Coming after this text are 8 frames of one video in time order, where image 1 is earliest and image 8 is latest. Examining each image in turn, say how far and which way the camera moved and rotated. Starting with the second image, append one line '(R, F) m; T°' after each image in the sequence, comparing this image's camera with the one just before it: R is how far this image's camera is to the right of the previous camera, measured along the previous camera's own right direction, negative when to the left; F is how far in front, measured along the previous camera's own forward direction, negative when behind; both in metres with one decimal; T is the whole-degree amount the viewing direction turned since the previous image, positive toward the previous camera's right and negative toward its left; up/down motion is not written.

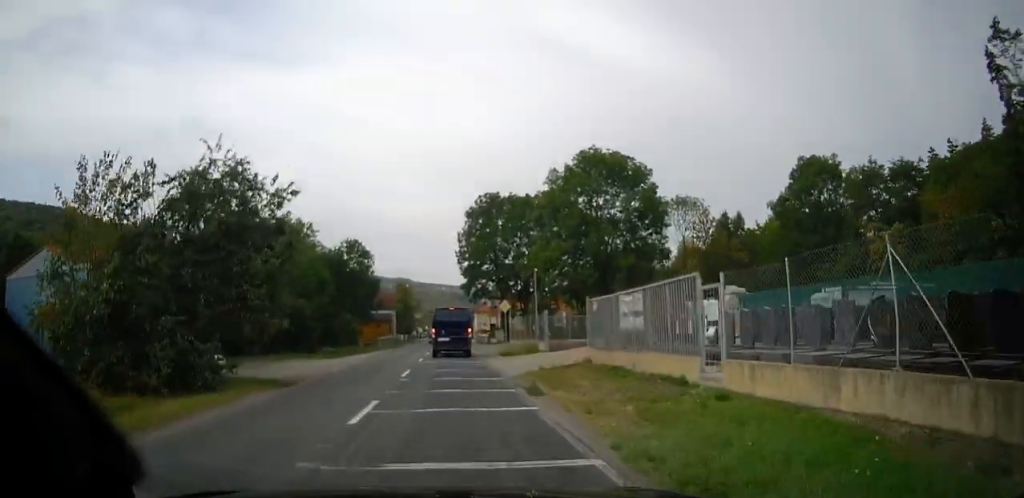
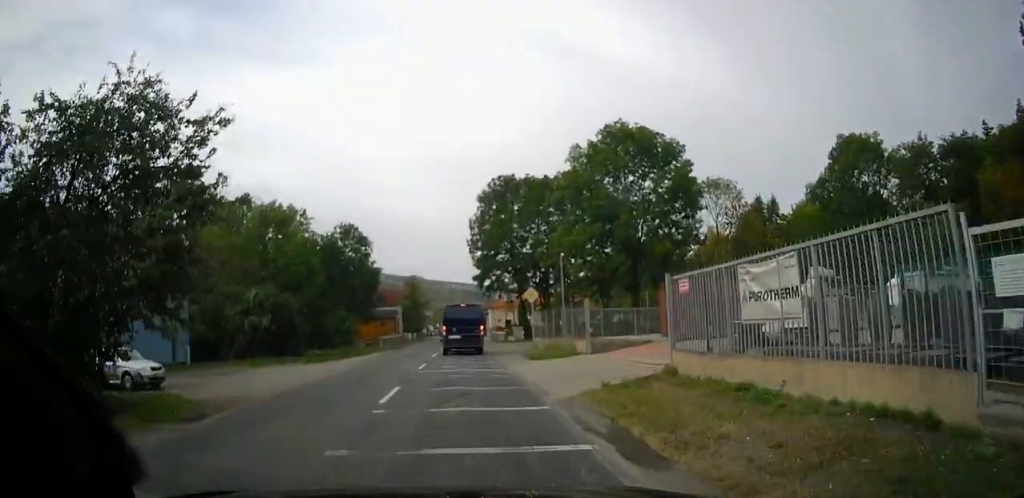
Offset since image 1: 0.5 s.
(-0.1, +7.0) m; -1°
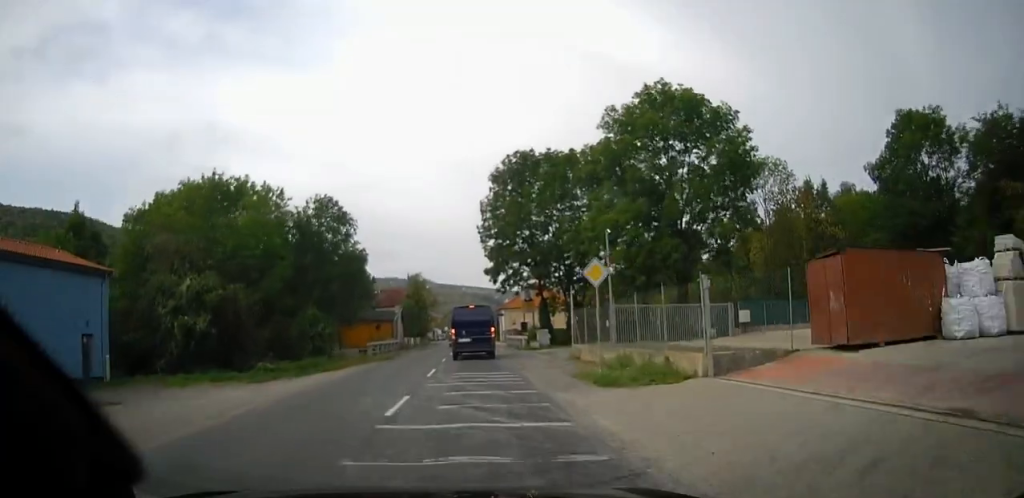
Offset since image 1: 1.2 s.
(-0.1, +10.3) m; -1°
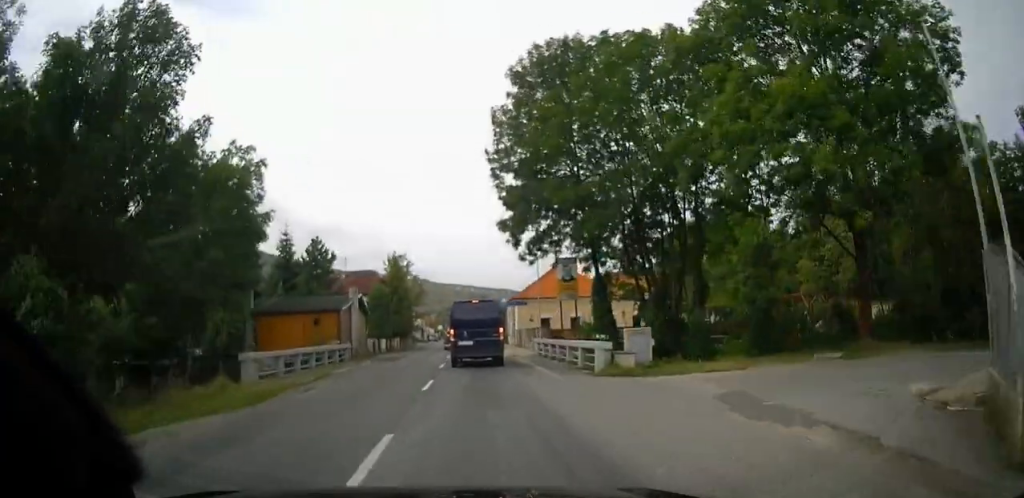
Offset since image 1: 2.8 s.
(-0.1, +22.1) m; 0°
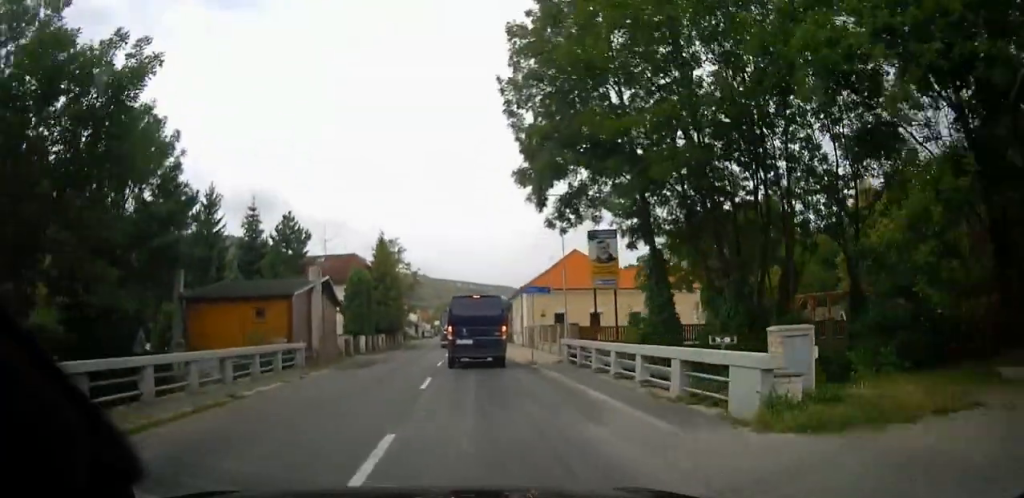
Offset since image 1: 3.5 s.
(0.0, +9.0) m; 0°
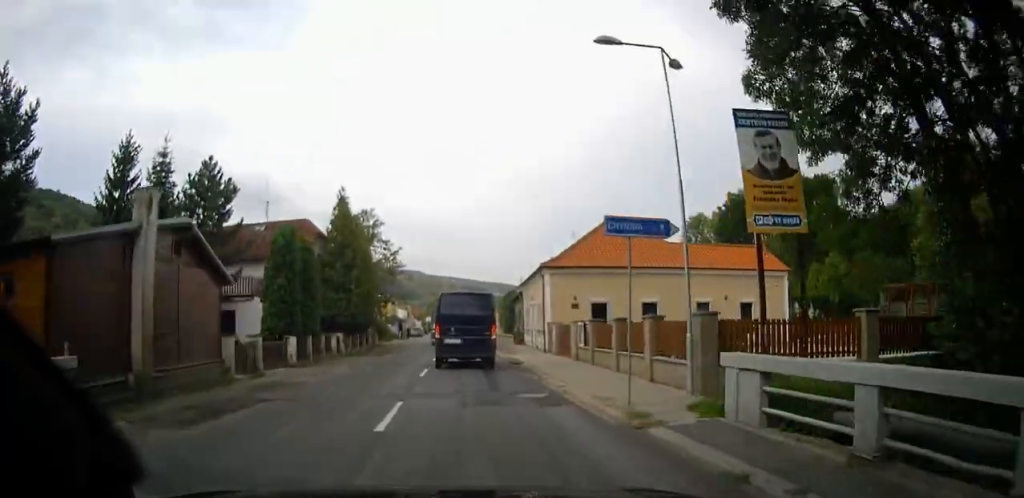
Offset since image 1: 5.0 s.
(-0.1, +14.6) m; 0°
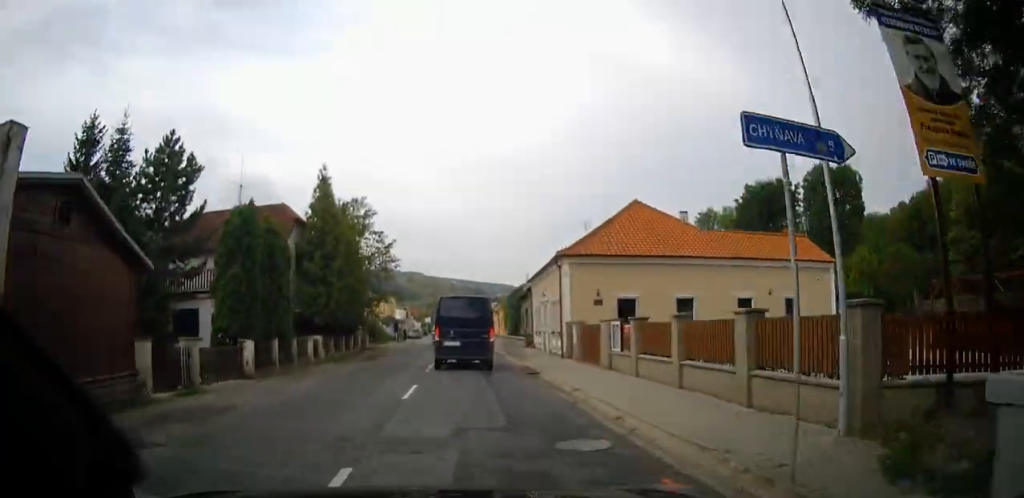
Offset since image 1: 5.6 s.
(0.0, +5.3) m; 0°
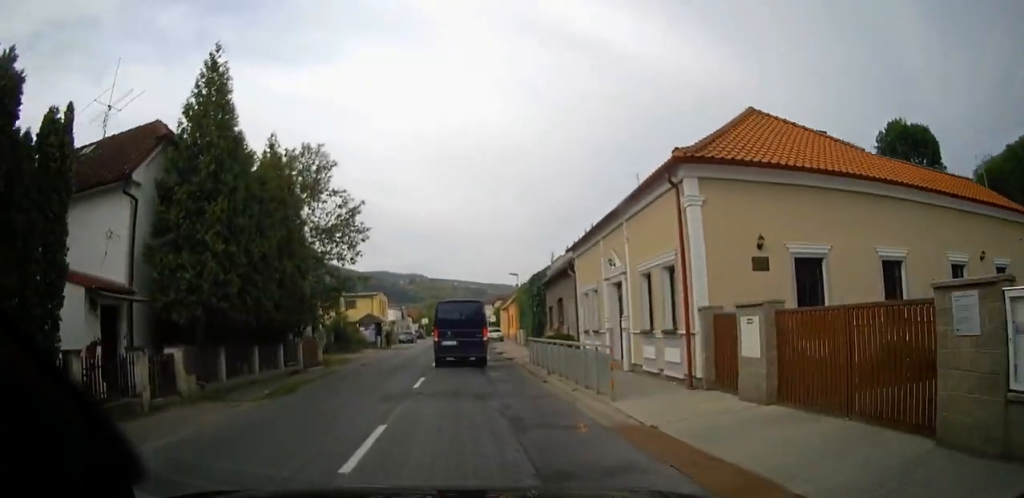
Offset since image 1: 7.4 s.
(+0.1, +15.6) m; -2°
